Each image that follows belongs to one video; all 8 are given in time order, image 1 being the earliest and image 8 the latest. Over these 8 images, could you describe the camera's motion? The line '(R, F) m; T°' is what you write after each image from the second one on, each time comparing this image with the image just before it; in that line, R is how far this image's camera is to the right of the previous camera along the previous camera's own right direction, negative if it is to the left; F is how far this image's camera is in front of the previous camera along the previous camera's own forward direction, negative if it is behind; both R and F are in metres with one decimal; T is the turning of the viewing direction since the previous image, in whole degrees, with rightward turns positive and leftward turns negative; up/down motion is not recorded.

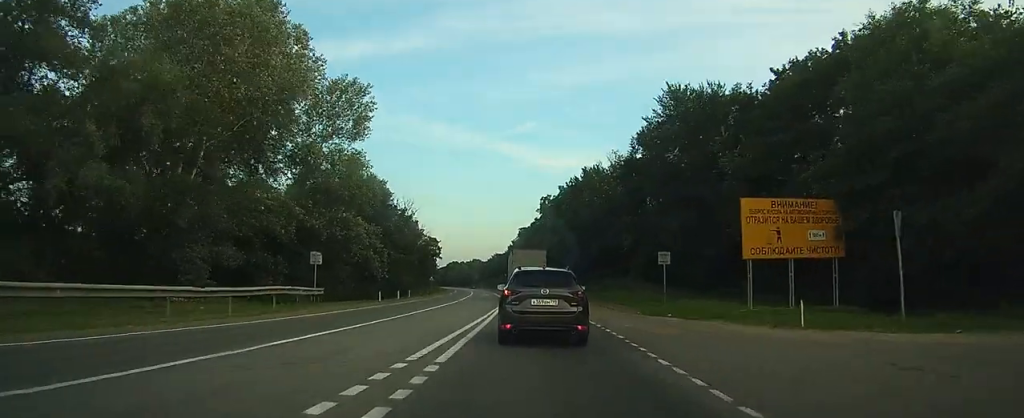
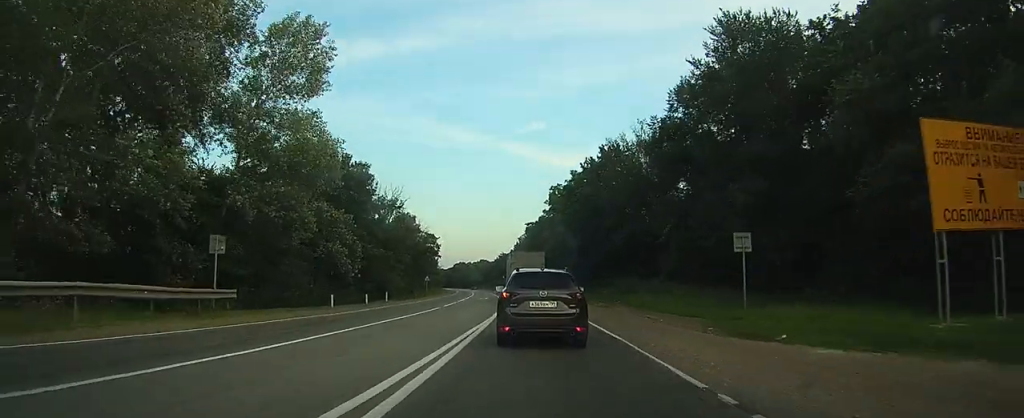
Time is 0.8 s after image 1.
(+0.3, +12.4) m; -1°
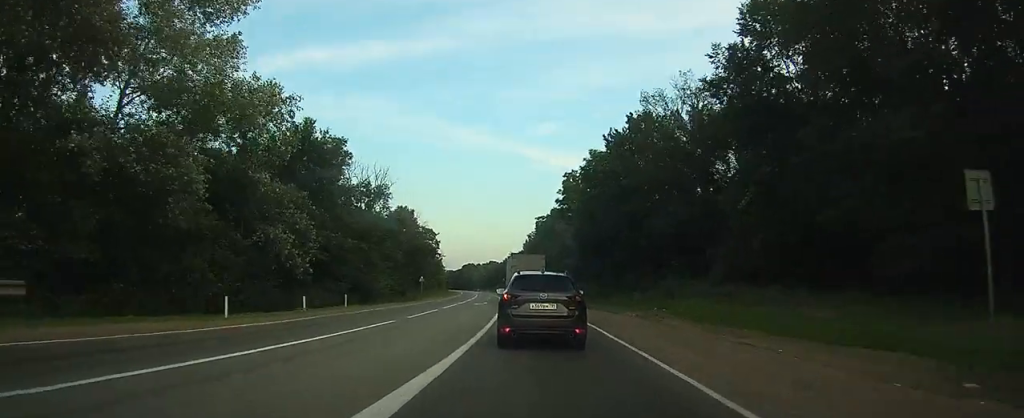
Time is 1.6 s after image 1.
(-0.2, +12.8) m; -3°
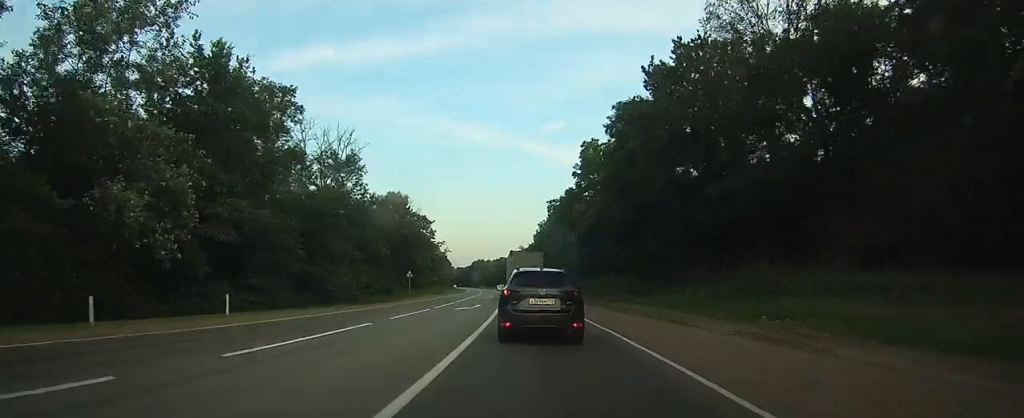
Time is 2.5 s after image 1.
(-1.0, +15.5) m; -3°
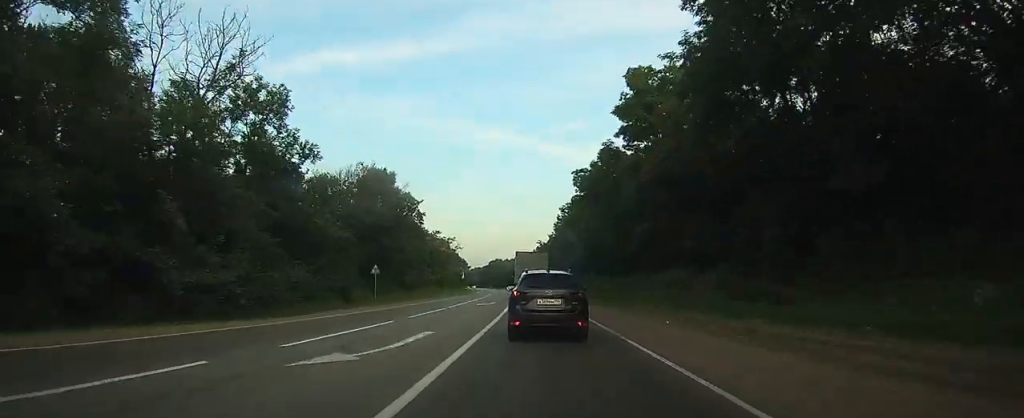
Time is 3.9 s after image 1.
(+0.2, +22.1) m; 0°
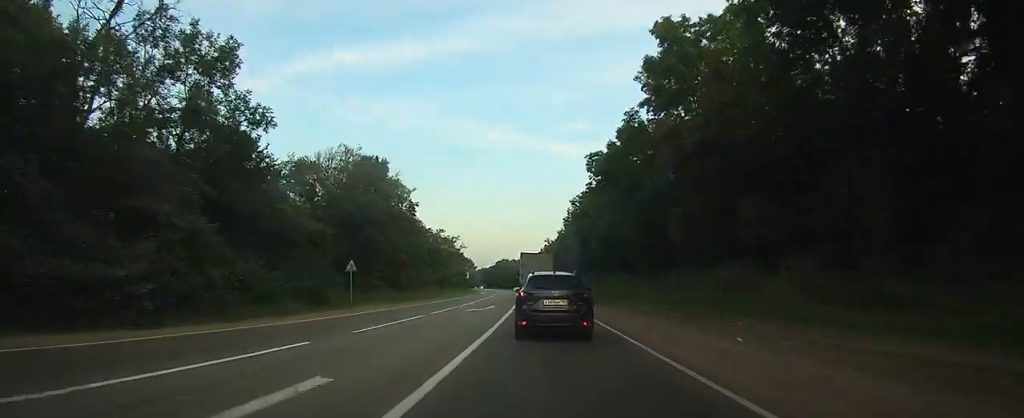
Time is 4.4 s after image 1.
(0.0, +8.2) m; 0°
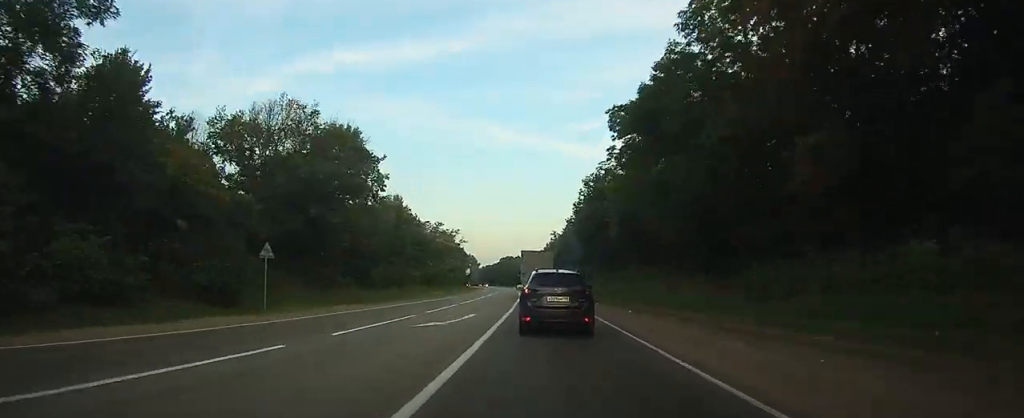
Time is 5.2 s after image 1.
(0.0, +13.7) m; 0°
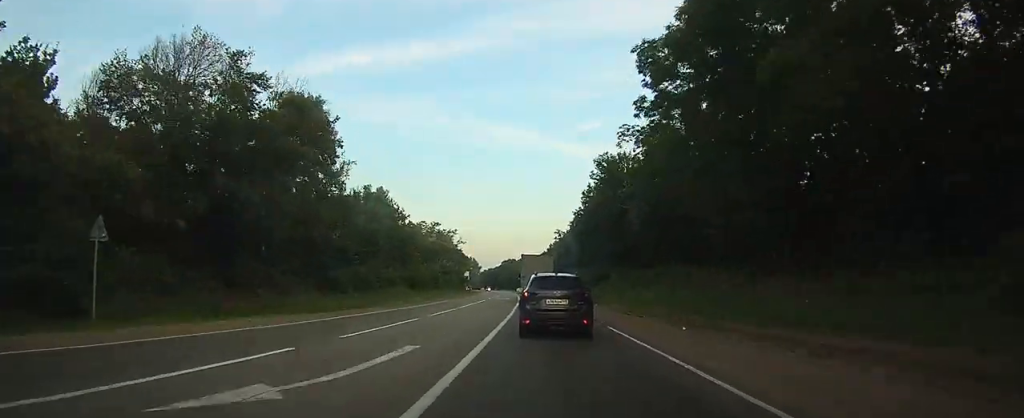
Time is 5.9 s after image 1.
(-0.1, +11.6) m; 0°
